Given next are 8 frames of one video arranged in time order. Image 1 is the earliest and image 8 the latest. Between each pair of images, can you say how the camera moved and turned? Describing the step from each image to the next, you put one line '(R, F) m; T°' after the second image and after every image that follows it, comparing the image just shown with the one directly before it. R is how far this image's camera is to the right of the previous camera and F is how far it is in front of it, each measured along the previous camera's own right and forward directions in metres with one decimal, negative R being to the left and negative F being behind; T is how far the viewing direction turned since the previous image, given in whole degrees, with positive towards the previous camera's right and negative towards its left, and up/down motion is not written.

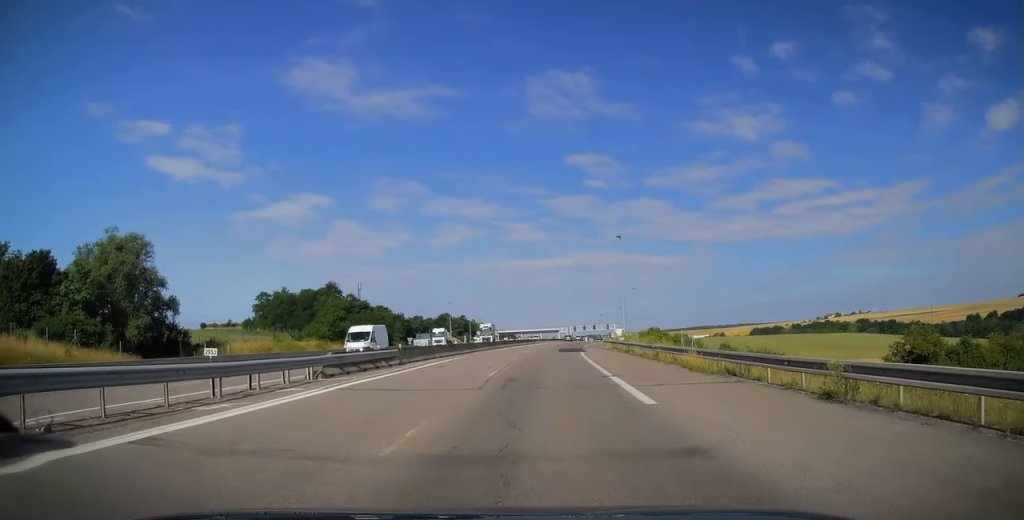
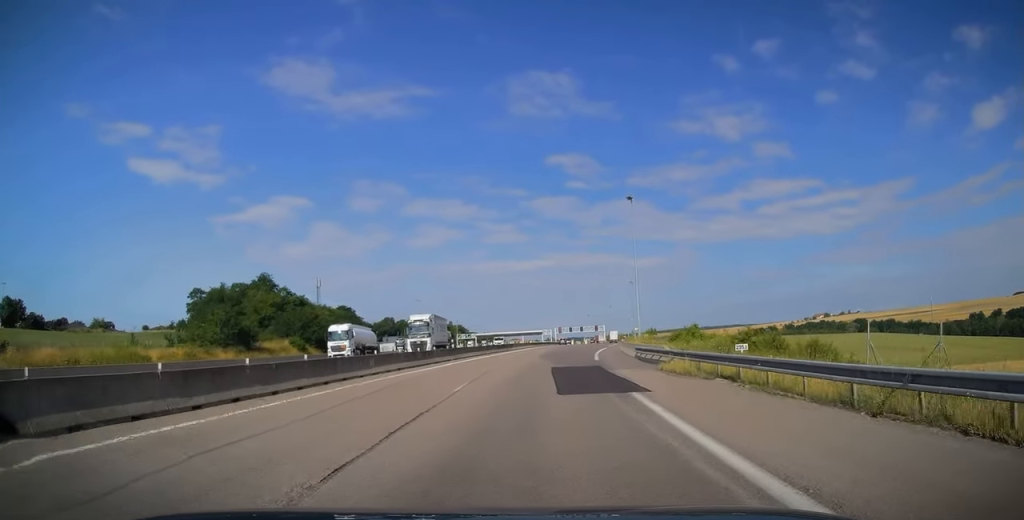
(+0.4, +30.2) m; +2°
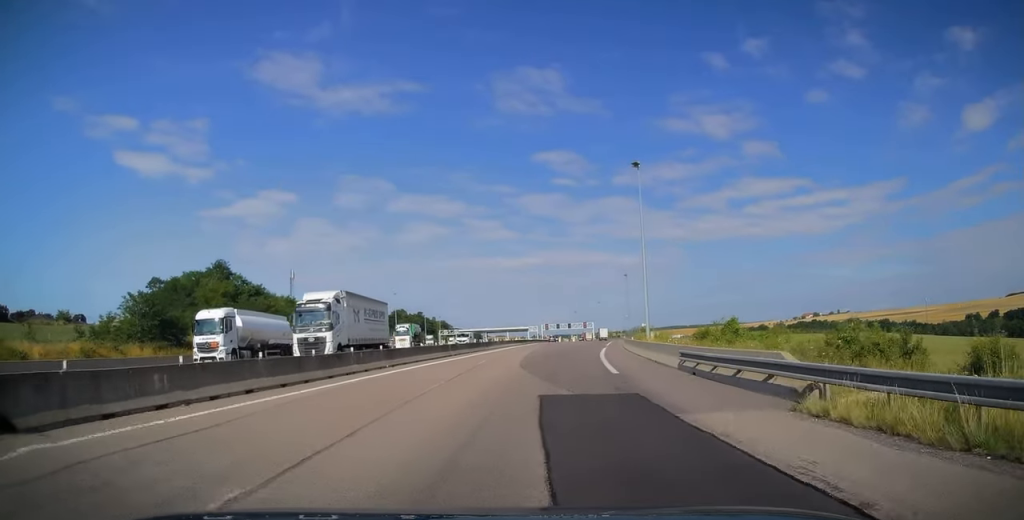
(+0.1, +13.7) m; +1°
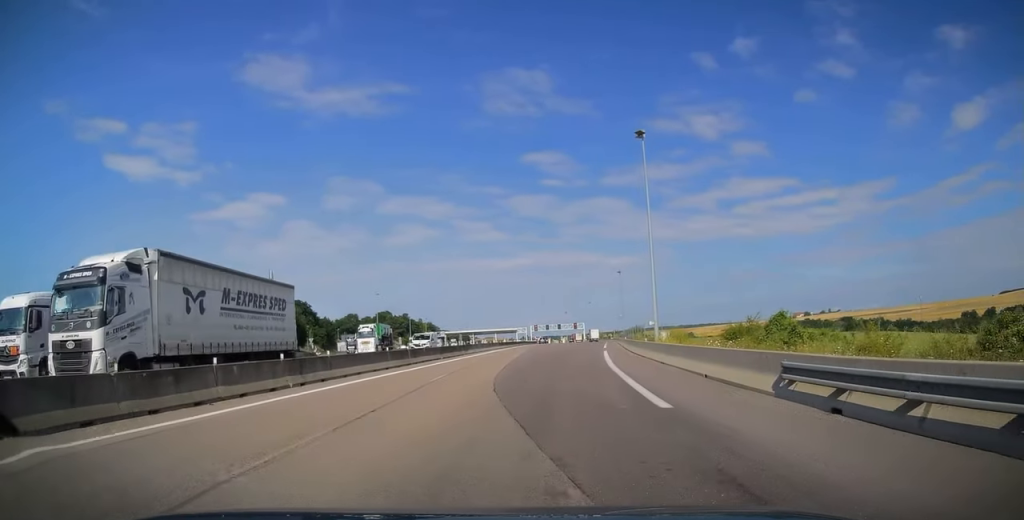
(-0.1, +9.5) m; +1°
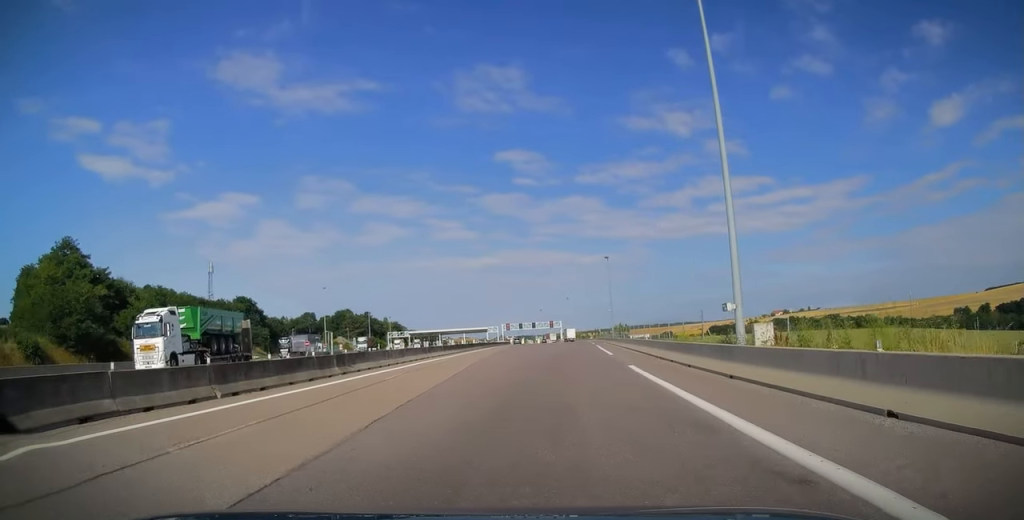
(+0.6, +25.3) m; +2°
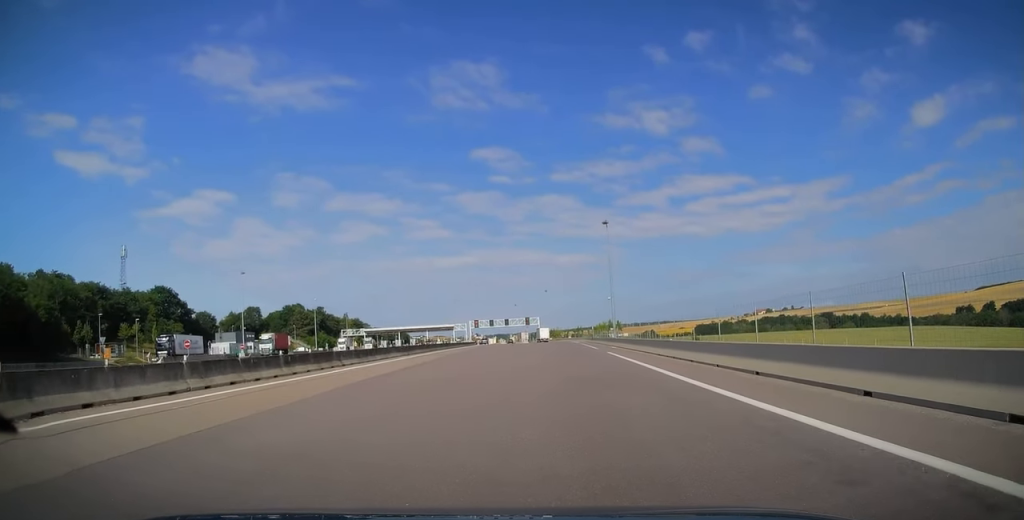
(+0.9, +35.0) m; +2°
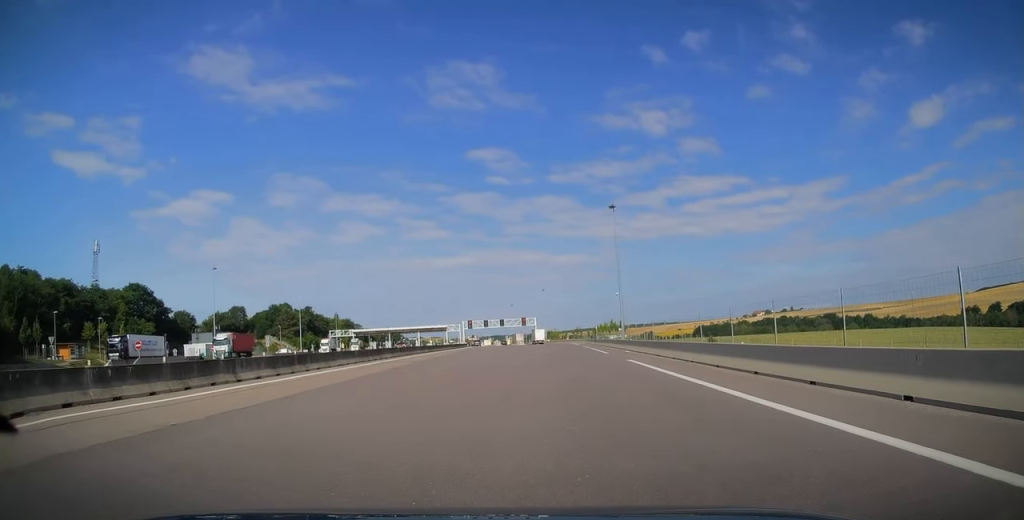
(0.0, +11.2) m; 0°
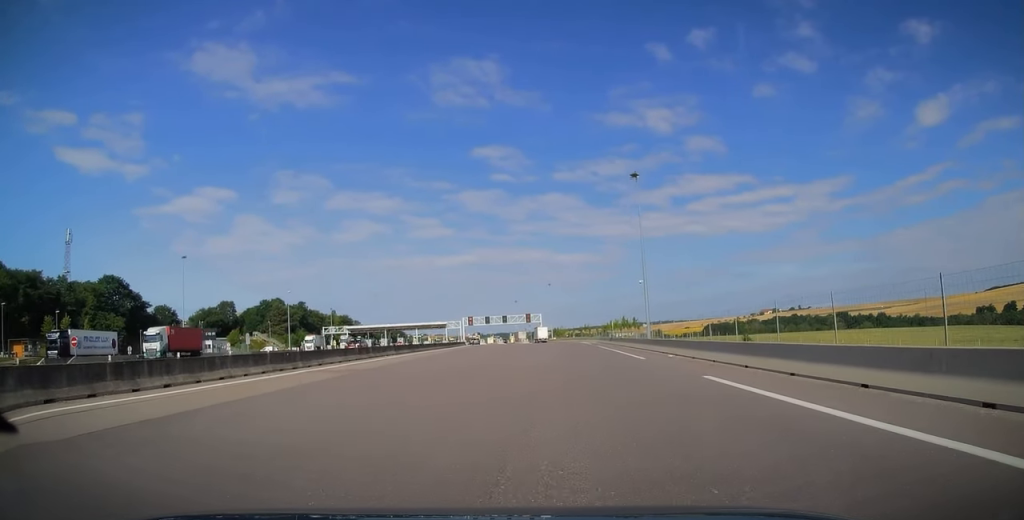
(0.0, +13.3) m; 0°
